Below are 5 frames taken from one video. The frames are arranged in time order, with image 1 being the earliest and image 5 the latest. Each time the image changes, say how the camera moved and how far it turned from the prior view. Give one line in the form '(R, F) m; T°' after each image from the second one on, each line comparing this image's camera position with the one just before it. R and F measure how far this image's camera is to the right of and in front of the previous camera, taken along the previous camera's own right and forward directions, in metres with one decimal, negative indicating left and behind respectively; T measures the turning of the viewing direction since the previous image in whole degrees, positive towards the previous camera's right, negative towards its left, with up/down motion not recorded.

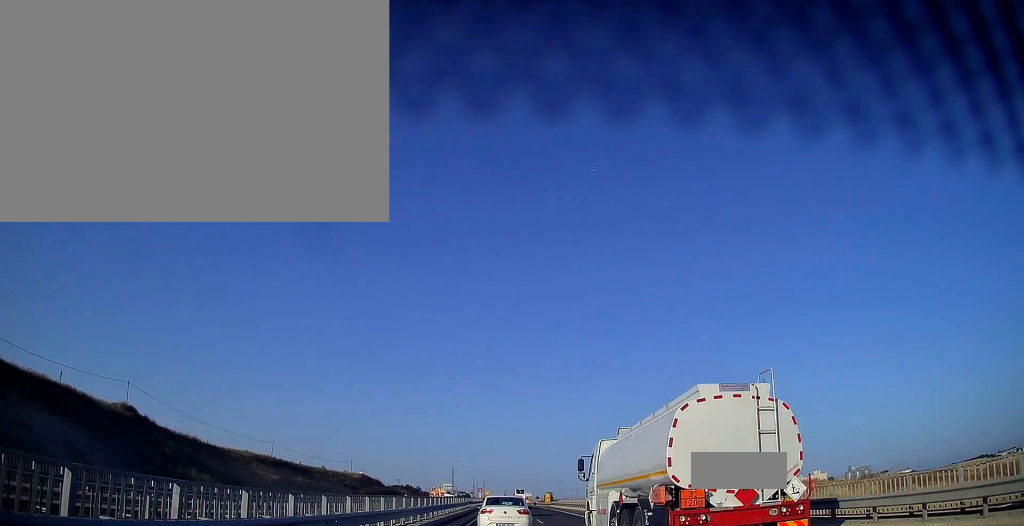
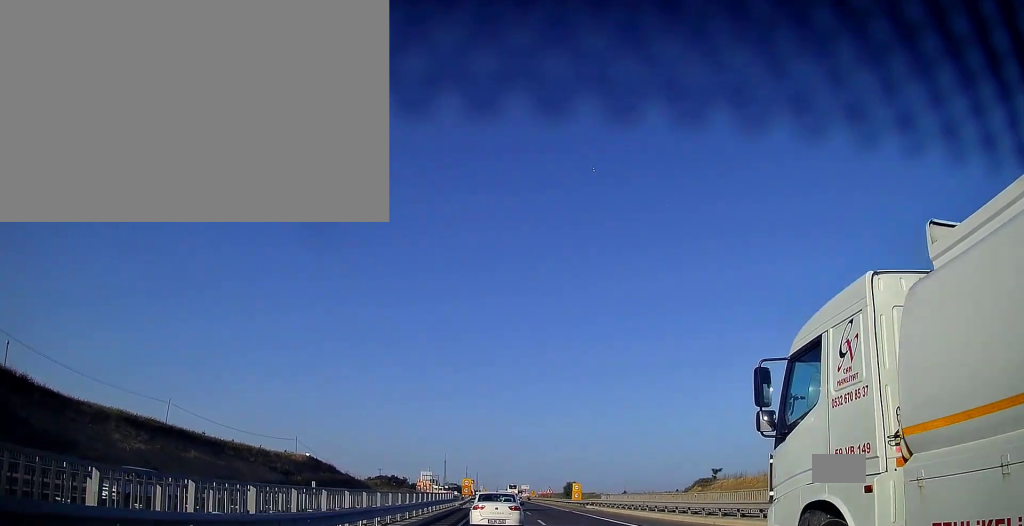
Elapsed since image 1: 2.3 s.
(+0.2, +53.4) m; +1°
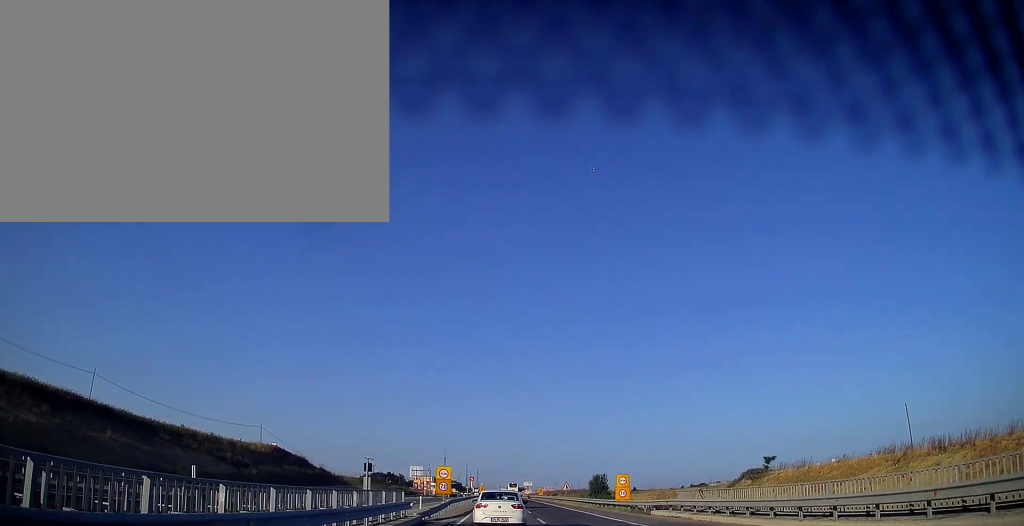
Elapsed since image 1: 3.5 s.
(-0.1, +25.7) m; -1°
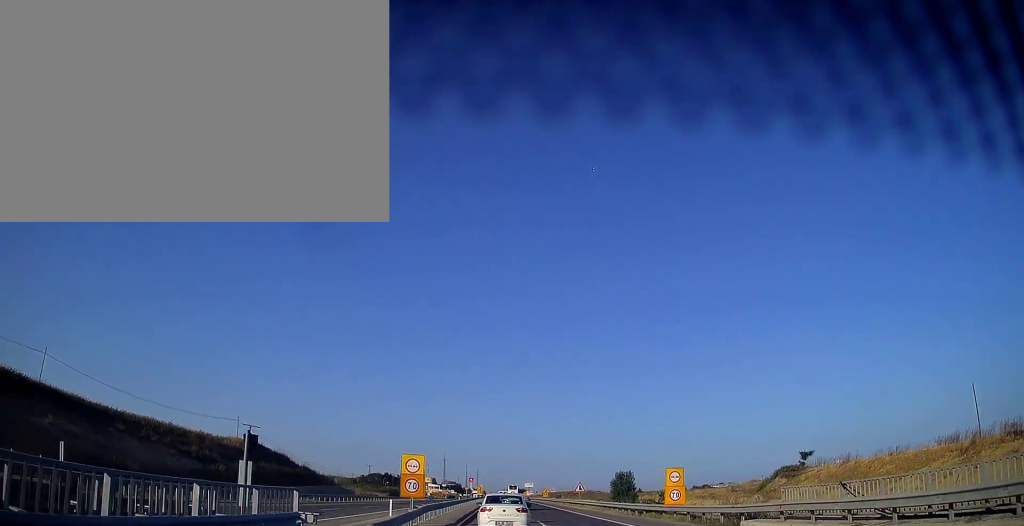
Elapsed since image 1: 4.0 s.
(0.0, +12.0) m; 0°
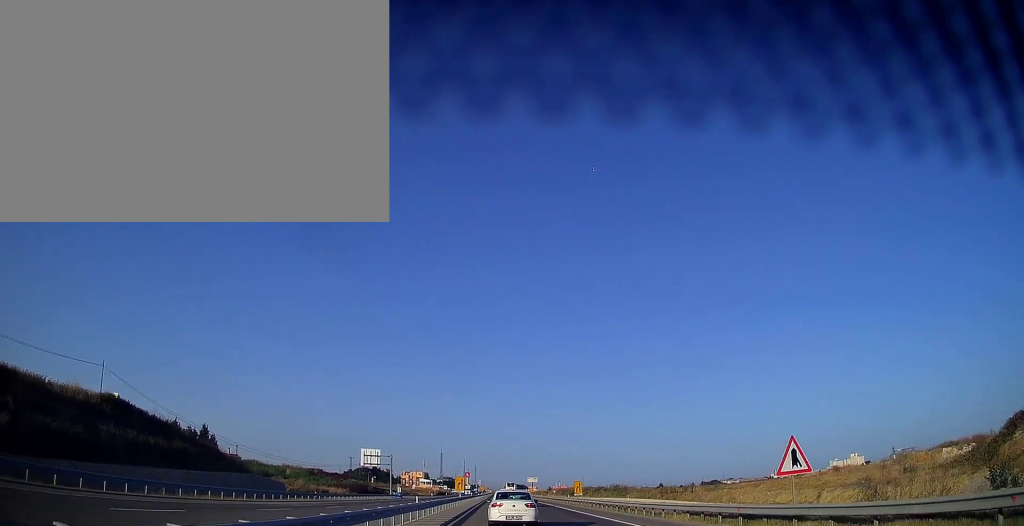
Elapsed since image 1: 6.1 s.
(+0.2, +47.9) m; +1°
